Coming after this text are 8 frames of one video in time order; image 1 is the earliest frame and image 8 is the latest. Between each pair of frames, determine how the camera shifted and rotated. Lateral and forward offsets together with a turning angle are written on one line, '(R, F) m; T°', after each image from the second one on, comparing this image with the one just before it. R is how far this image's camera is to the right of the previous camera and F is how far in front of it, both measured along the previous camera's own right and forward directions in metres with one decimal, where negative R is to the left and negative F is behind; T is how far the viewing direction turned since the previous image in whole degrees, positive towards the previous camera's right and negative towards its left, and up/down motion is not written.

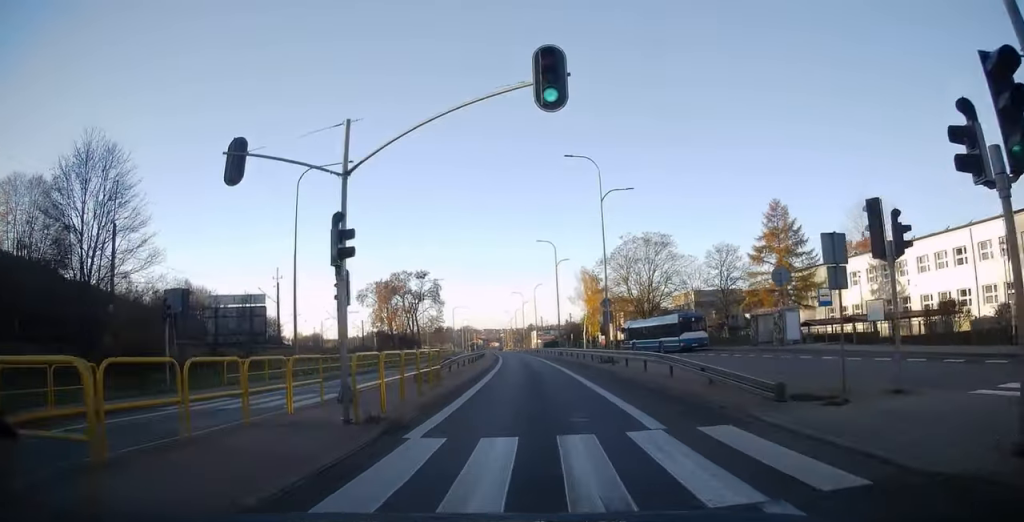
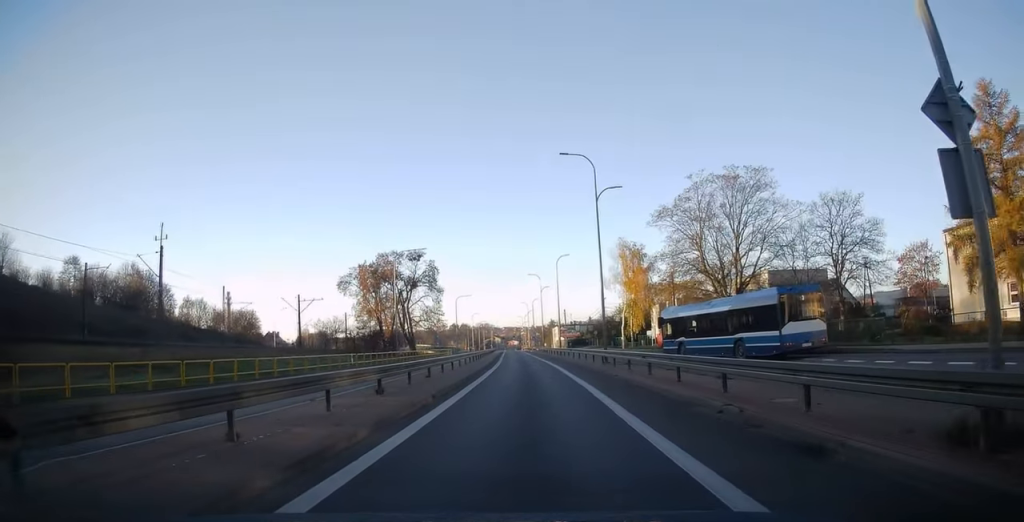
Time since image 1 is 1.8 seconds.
(-0.8, +29.6) m; -3°
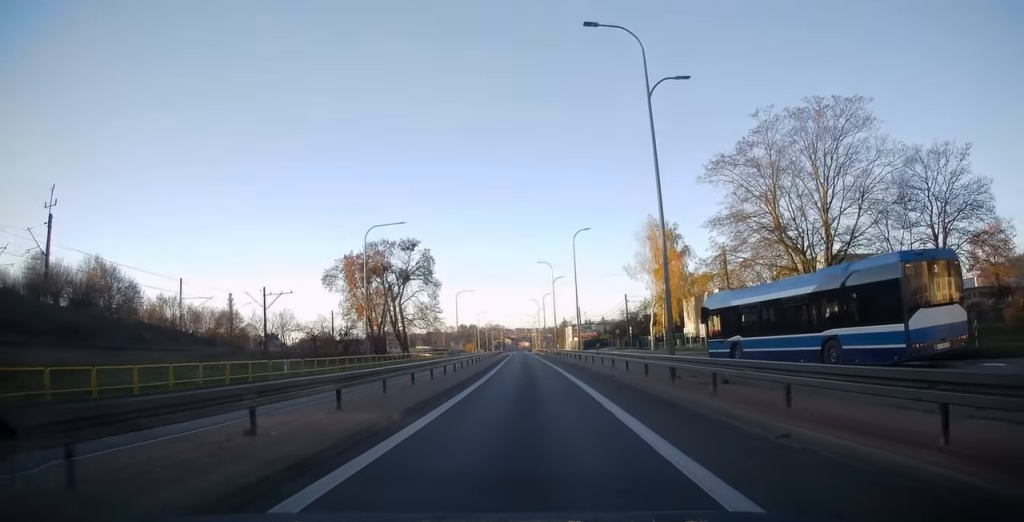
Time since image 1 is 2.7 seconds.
(0.0, +15.4) m; -1°
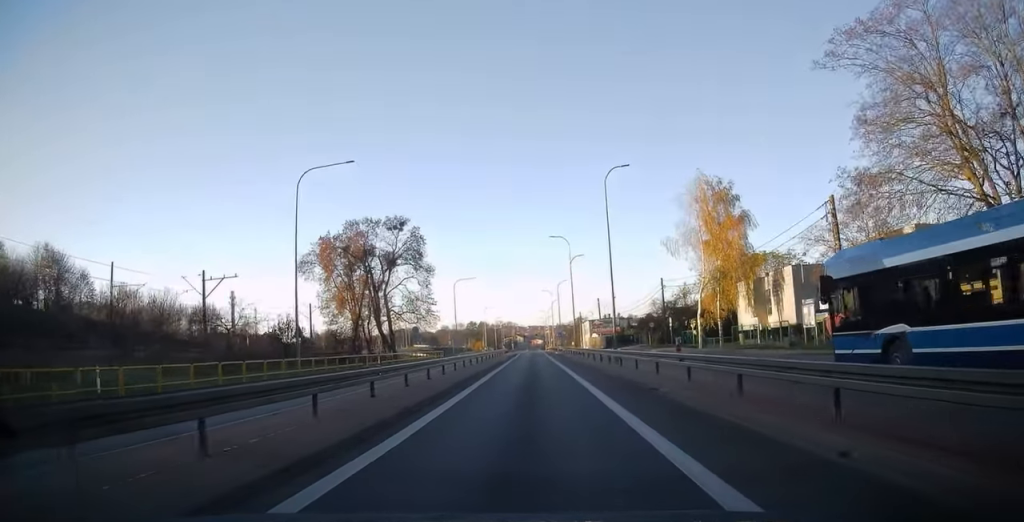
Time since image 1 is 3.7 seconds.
(-0.1, +17.6) m; 0°
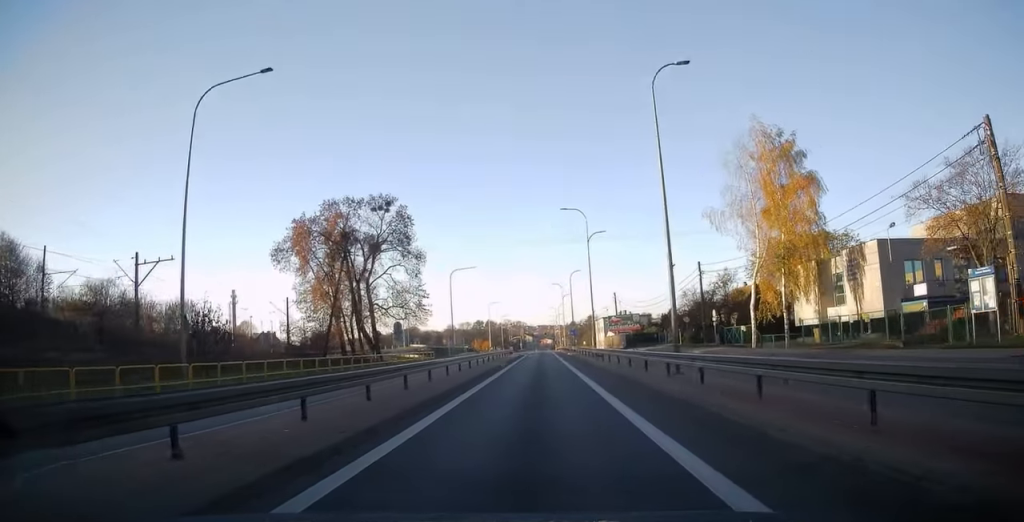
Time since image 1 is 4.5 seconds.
(+0.1, +12.8) m; -1°
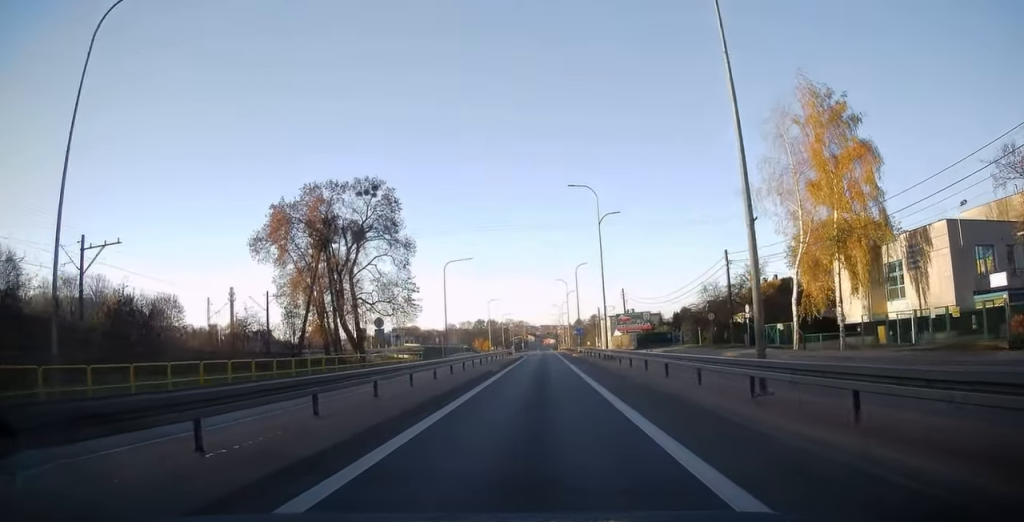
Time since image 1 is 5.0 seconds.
(-0.1, +7.5) m; 0°
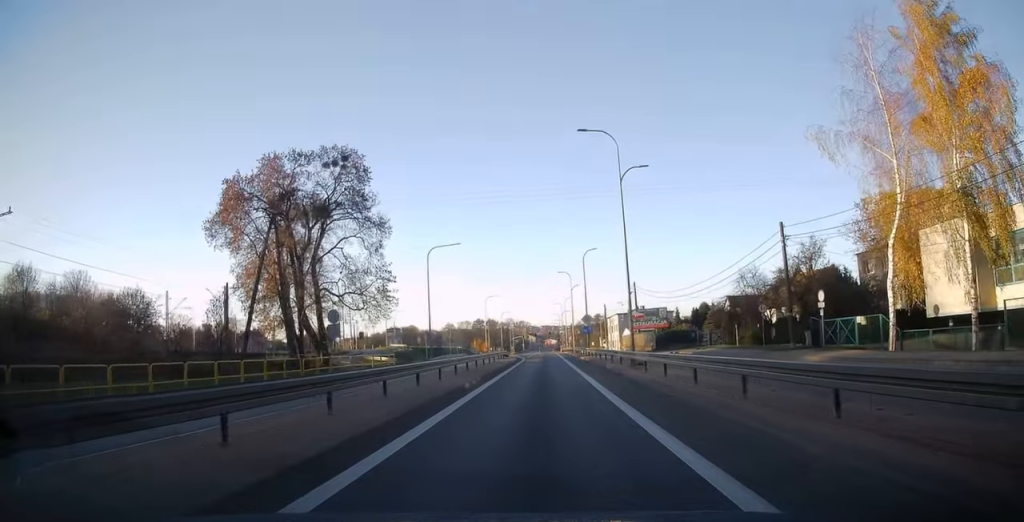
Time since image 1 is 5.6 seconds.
(-0.3, +11.5) m; 0°
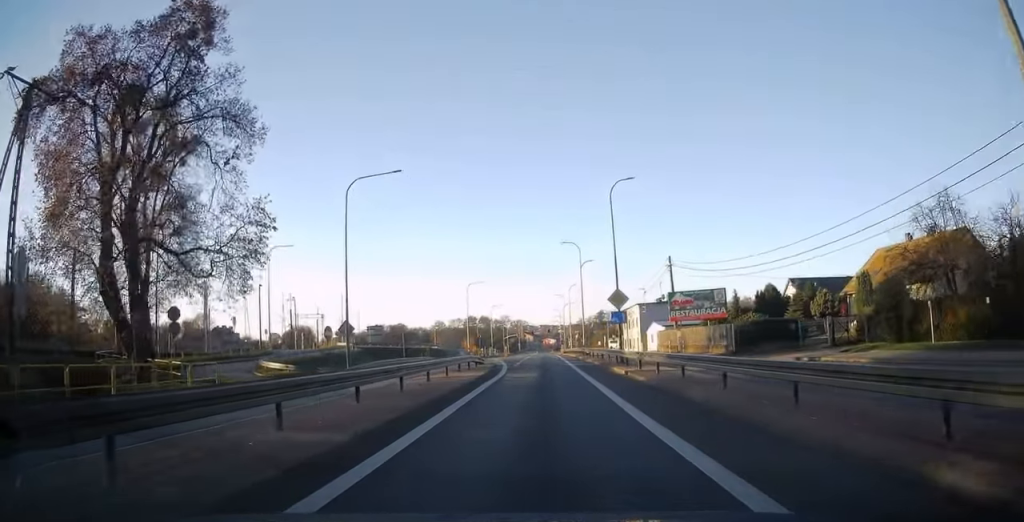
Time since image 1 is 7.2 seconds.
(+0.2, +26.6) m; 0°
